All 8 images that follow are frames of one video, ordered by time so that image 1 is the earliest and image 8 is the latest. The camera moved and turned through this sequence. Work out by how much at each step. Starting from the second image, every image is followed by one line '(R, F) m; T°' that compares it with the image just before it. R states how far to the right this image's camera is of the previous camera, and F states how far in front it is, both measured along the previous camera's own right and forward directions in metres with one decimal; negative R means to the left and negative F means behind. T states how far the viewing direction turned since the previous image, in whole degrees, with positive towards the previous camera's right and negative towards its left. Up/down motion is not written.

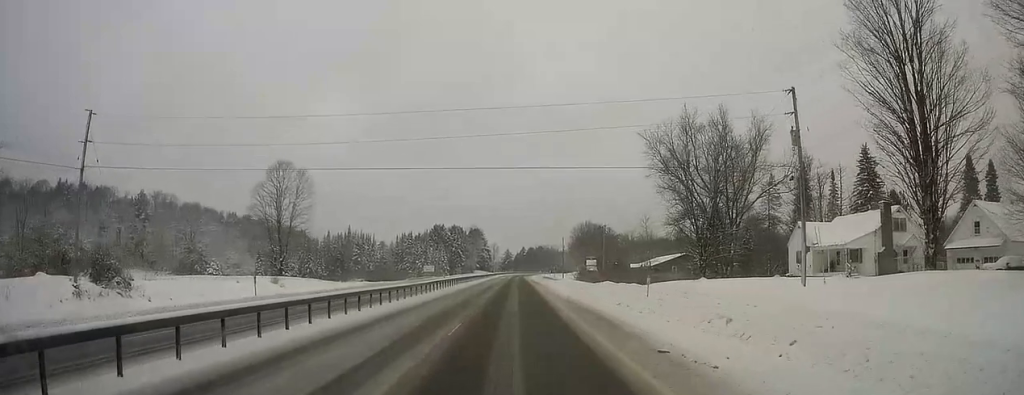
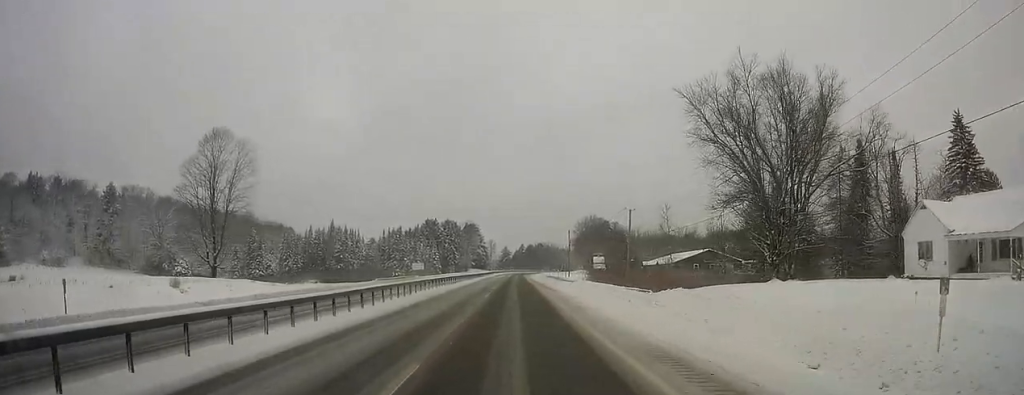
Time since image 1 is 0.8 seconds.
(0.0, +19.7) m; 0°
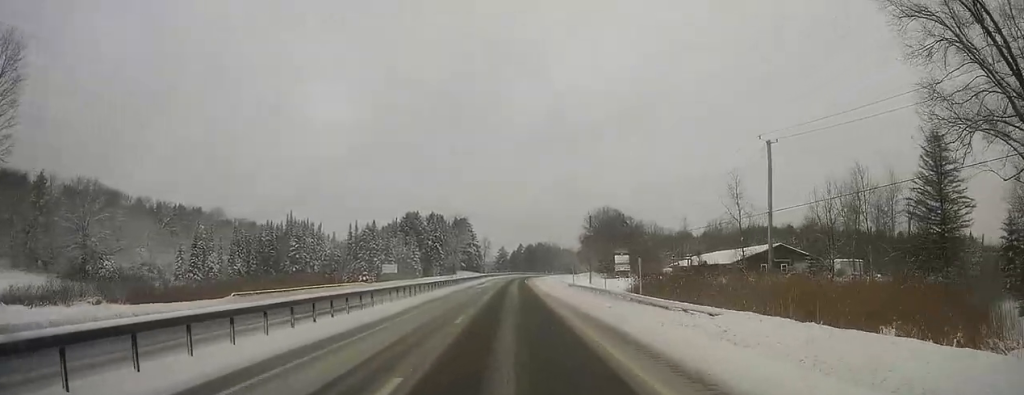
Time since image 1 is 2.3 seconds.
(-0.1, +37.8) m; 0°
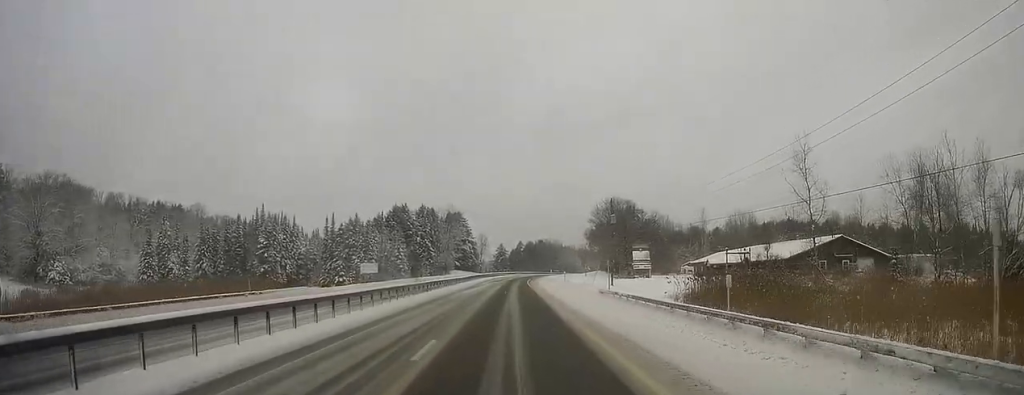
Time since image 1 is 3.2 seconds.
(0.0, +20.2) m; 0°
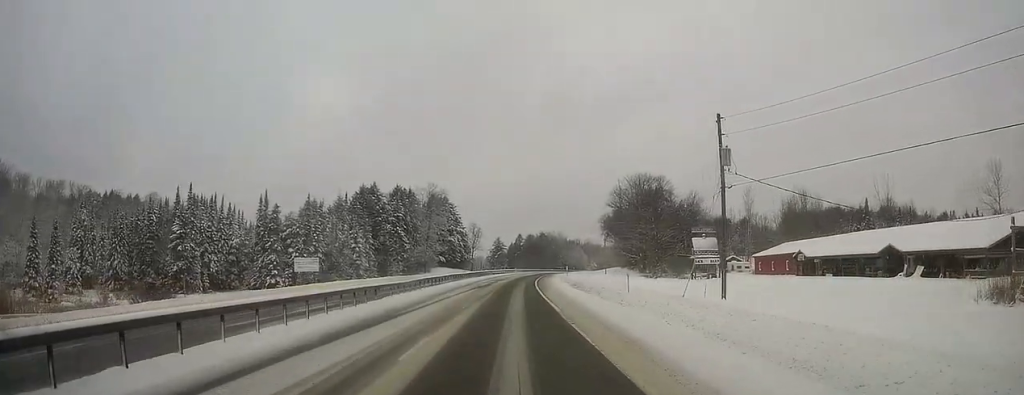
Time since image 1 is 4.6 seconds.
(+0.4, +36.8) m; +1°
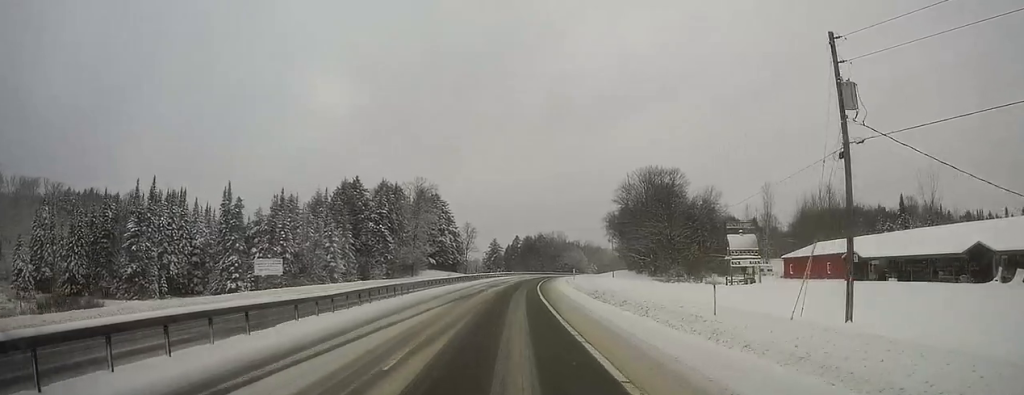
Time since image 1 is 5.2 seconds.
(+0.1, +13.2) m; 0°
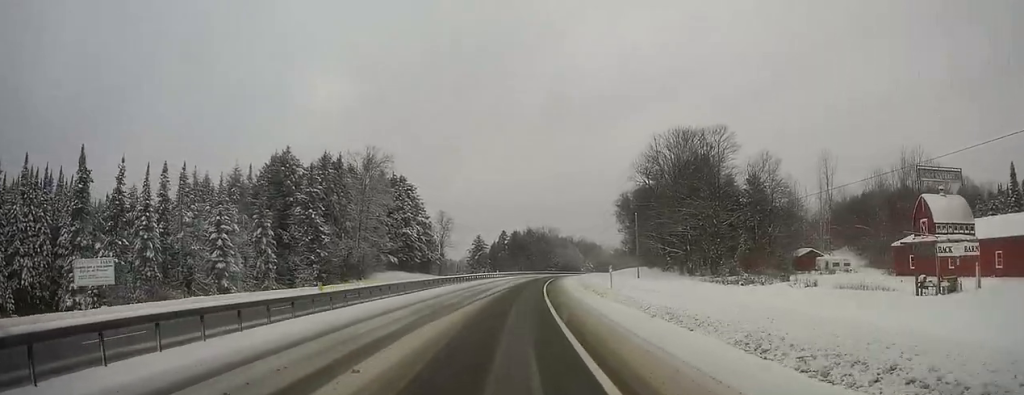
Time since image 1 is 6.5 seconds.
(0.0, +32.9) m; 0°
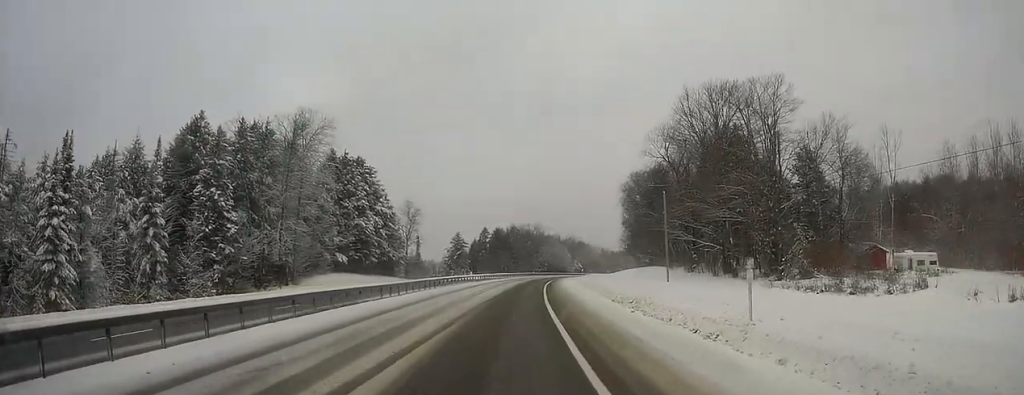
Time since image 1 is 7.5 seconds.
(0.0, +23.5) m; 0°
